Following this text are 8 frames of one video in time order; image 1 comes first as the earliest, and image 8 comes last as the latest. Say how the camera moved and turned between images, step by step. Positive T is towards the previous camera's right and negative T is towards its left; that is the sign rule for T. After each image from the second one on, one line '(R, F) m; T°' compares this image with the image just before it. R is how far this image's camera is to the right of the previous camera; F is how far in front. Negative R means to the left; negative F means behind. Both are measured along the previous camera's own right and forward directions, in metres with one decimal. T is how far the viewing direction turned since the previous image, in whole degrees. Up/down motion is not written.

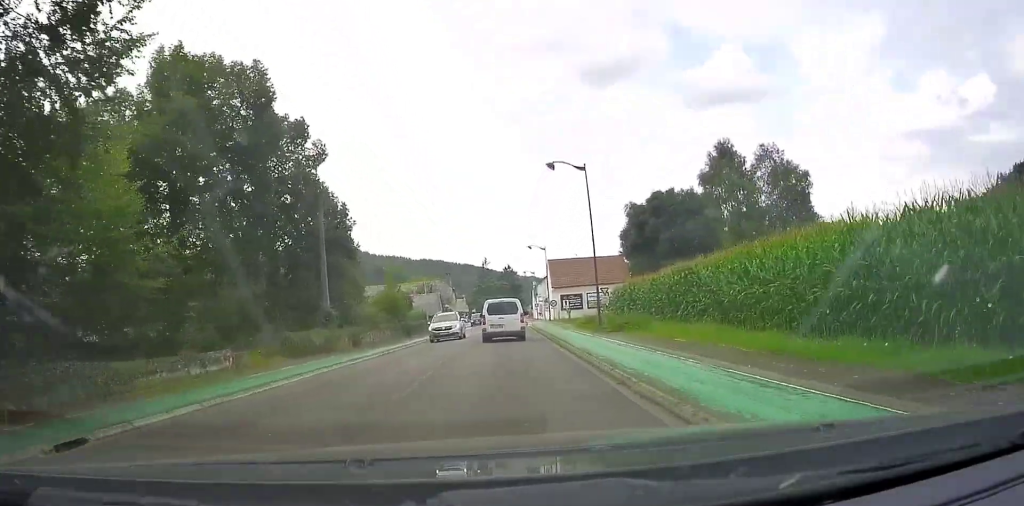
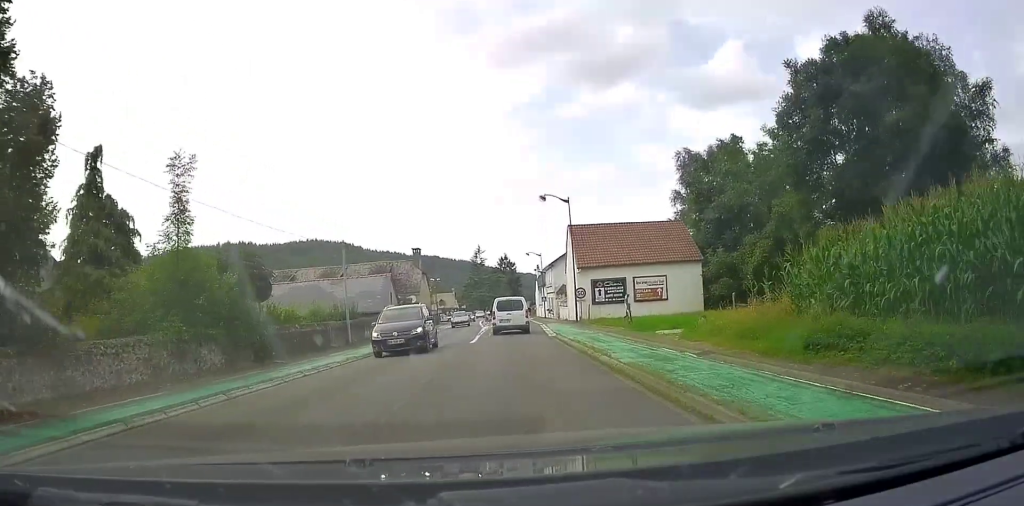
(-0.1, +27.2) m; 0°
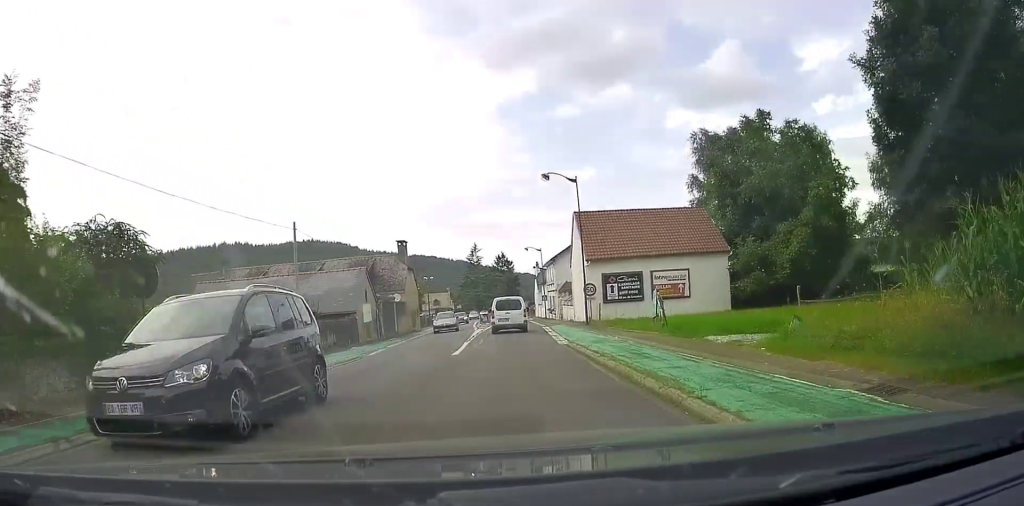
(-0.2, +6.2) m; 0°
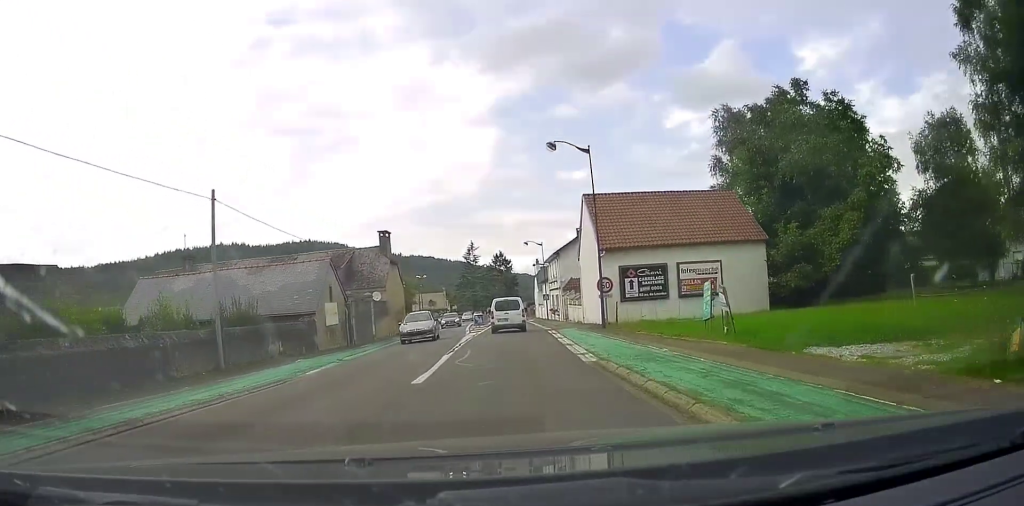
(+0.2, +6.3) m; +1°
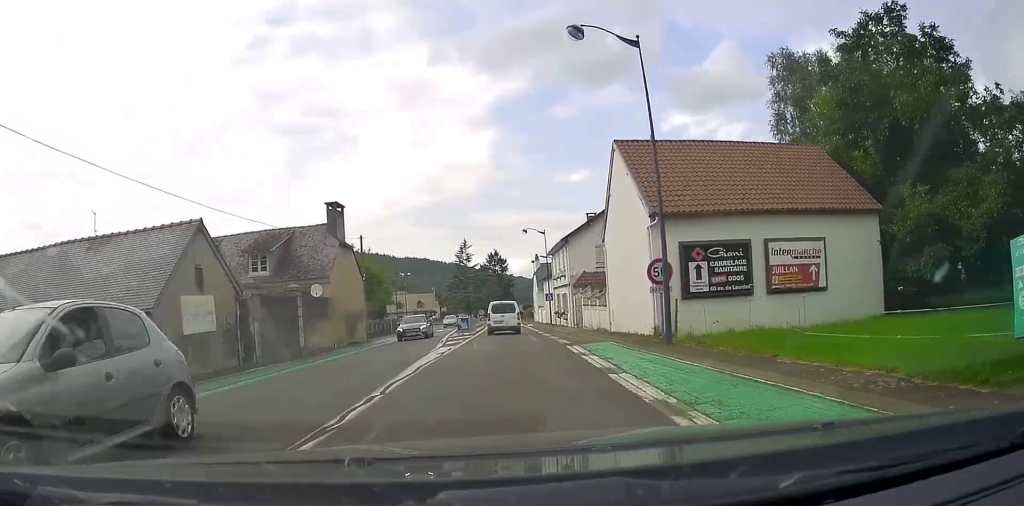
(+0.2, +11.6) m; +1°
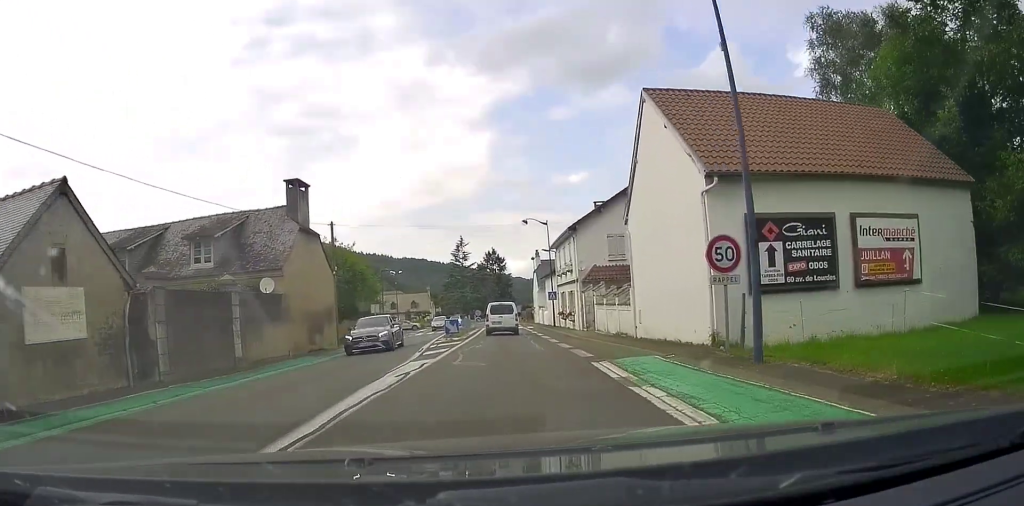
(+0.1, +5.7) m; -1°
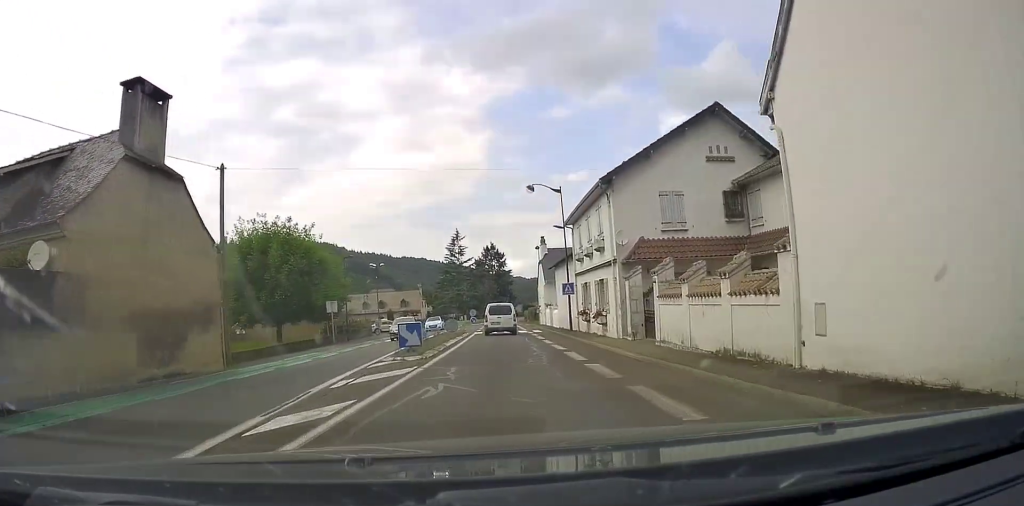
(-0.3, +12.3) m; 0°
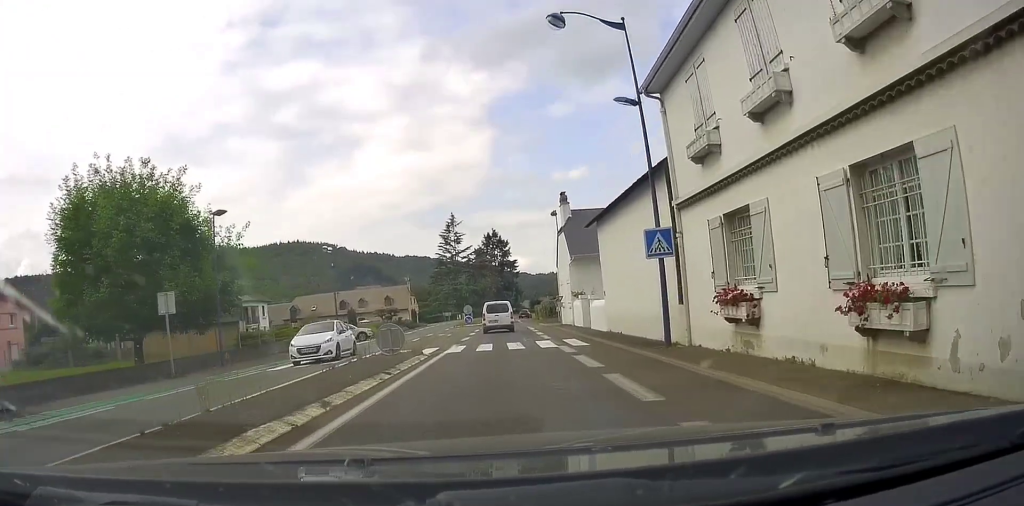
(+0.4, +19.5) m; +2°
